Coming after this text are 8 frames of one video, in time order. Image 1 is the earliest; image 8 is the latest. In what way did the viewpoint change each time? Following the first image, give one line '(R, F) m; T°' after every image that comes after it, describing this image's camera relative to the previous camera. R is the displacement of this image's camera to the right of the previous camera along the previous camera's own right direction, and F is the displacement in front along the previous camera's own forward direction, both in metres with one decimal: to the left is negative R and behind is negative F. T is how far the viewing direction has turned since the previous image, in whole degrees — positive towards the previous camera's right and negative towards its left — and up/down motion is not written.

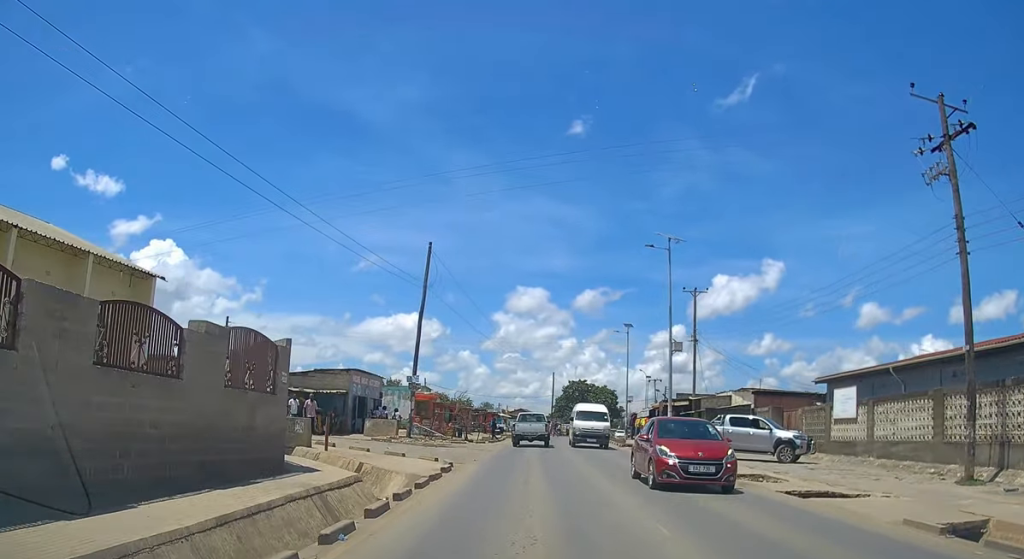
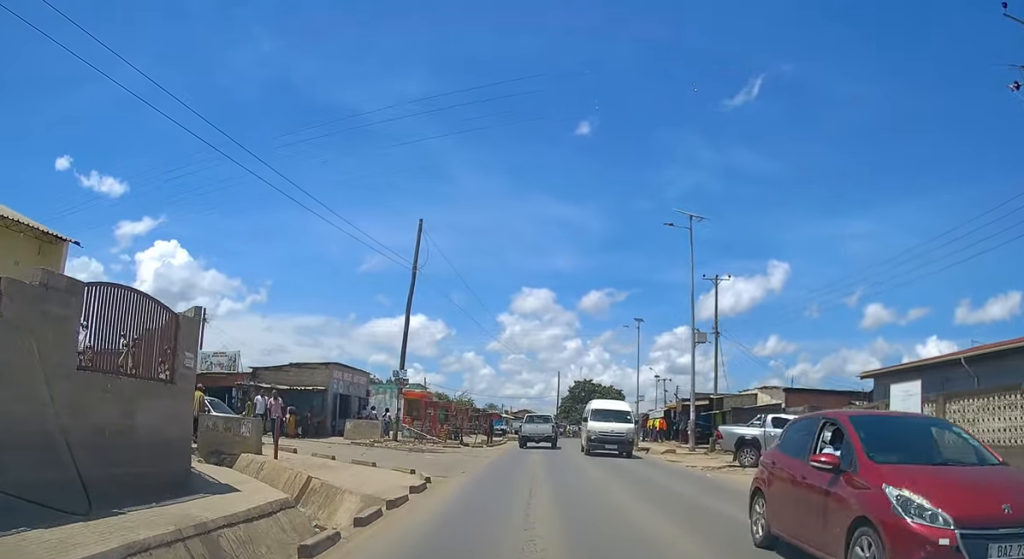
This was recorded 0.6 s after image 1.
(0.0, +4.7) m; -1°
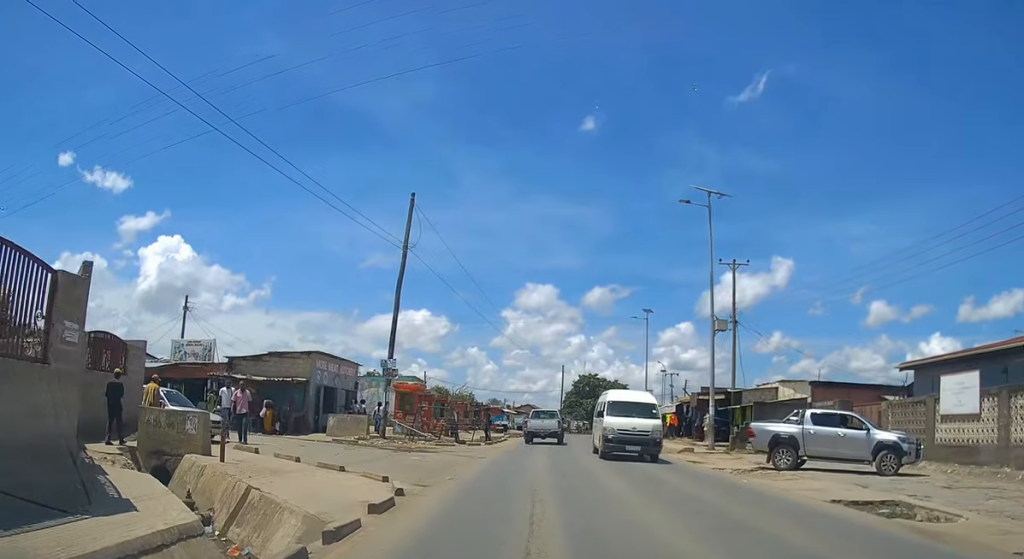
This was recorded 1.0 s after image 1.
(0.0, +3.4) m; -1°
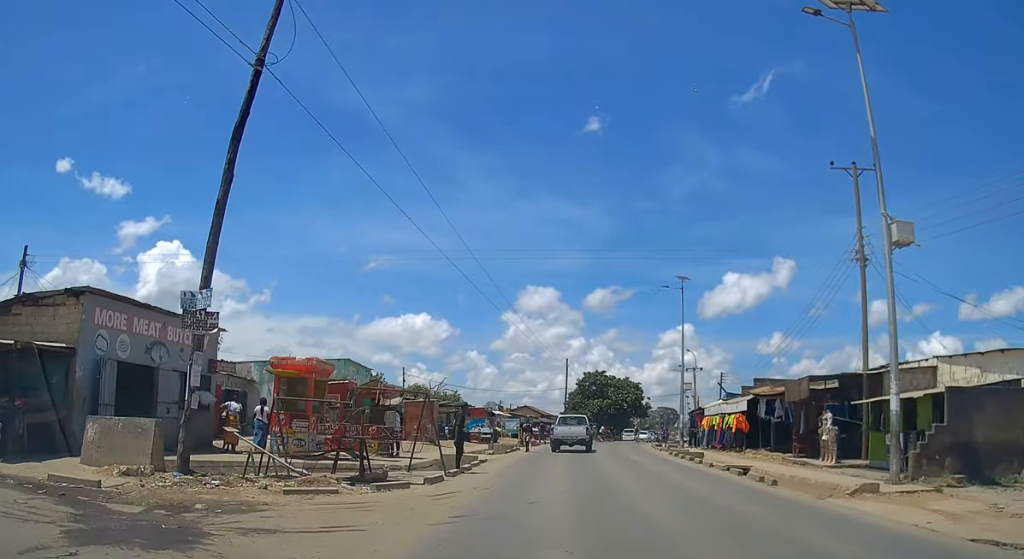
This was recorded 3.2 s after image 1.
(-0.1, +16.9) m; +1°
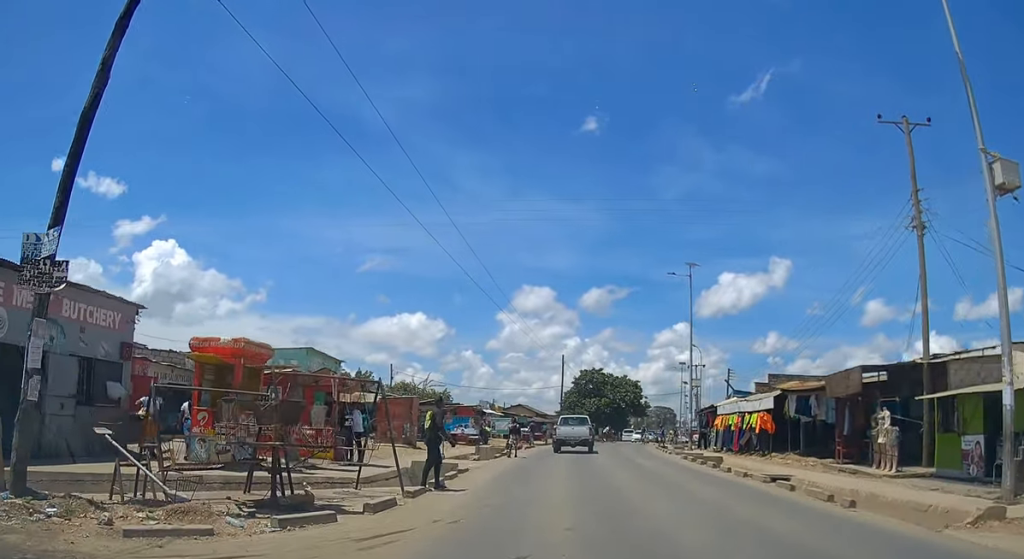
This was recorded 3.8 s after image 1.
(0.0, +4.5) m; 0°
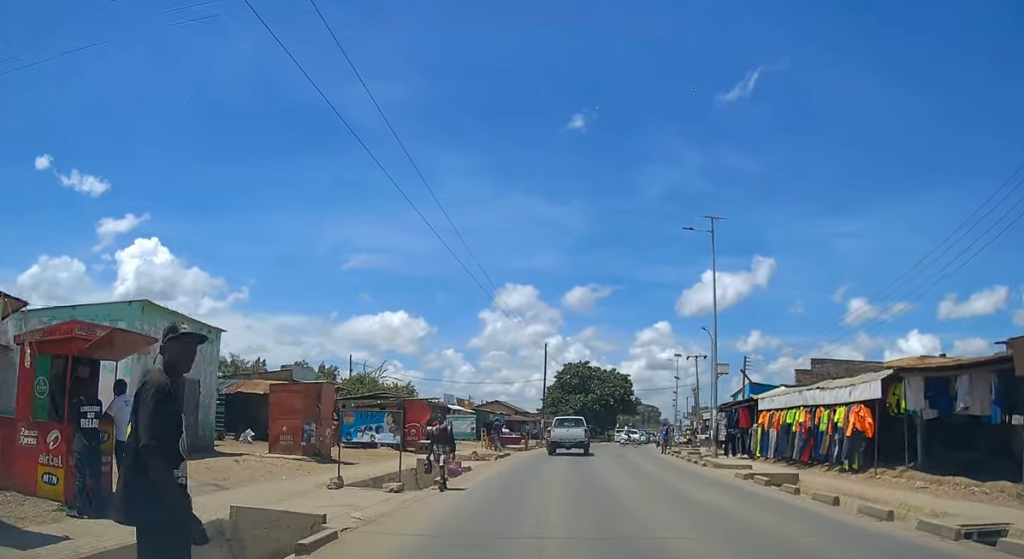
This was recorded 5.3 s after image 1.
(+0.1, +10.8) m; +2°
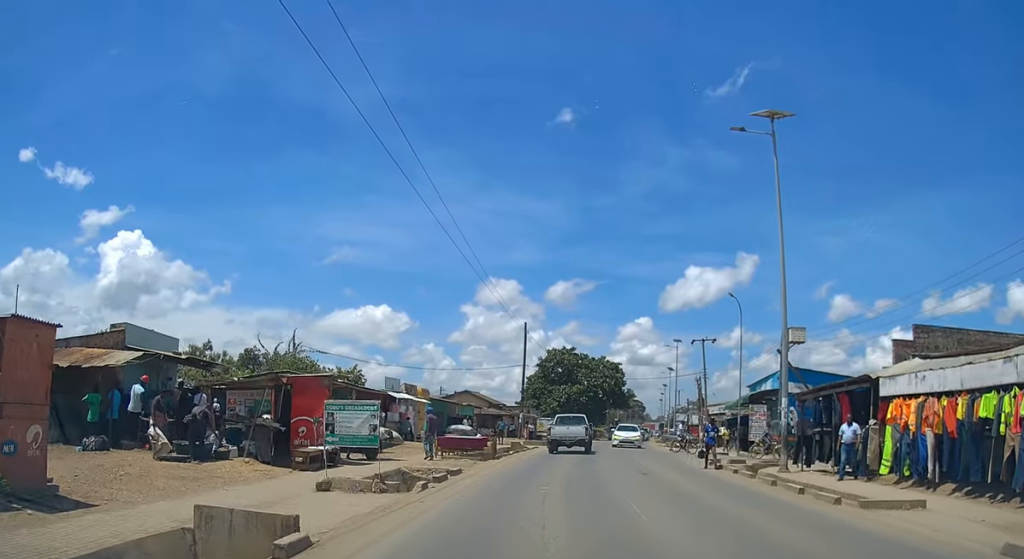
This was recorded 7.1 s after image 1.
(+0.3, +12.5) m; 0°
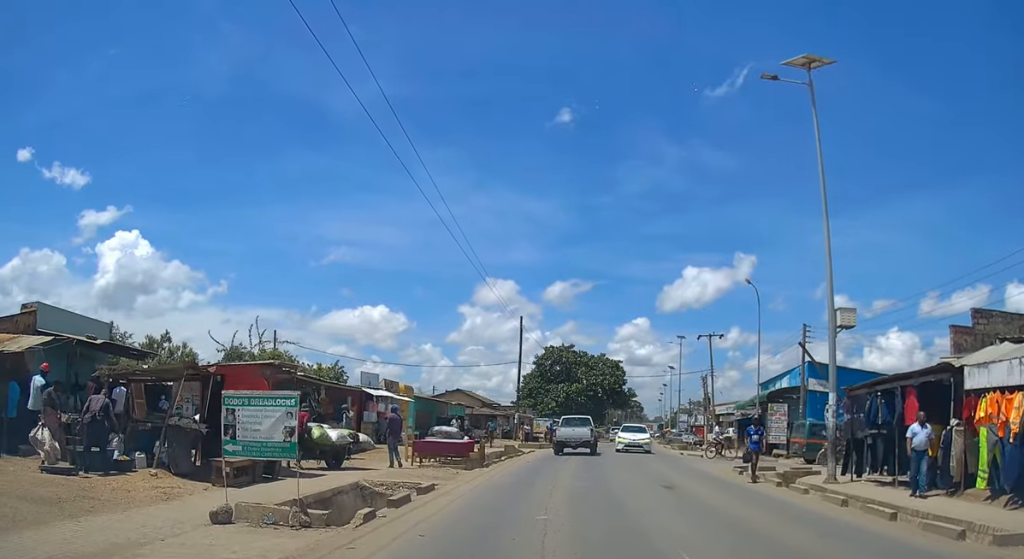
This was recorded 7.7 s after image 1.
(-0.1, +4.0) m; 0°
